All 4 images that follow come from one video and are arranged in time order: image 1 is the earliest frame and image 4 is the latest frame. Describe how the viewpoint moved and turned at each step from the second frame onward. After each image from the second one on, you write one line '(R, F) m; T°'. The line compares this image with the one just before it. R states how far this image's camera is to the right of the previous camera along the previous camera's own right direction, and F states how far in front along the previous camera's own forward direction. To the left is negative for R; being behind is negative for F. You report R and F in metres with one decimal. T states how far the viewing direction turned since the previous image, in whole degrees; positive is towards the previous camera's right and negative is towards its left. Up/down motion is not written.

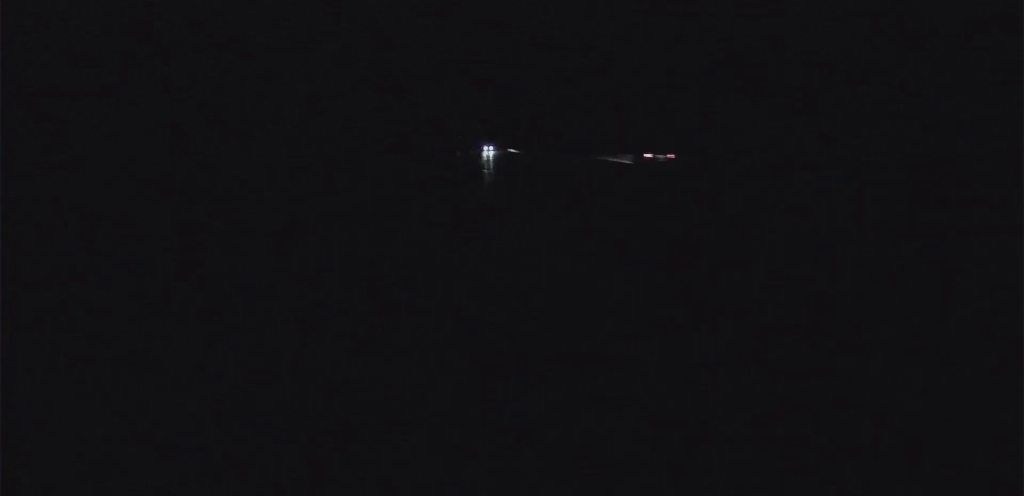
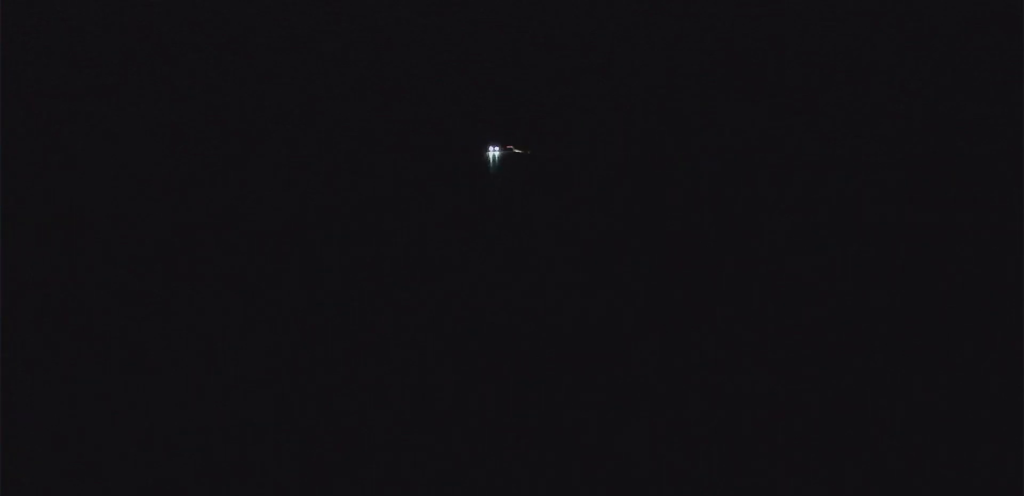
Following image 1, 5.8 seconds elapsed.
(+2.3, +109.8) m; +2°
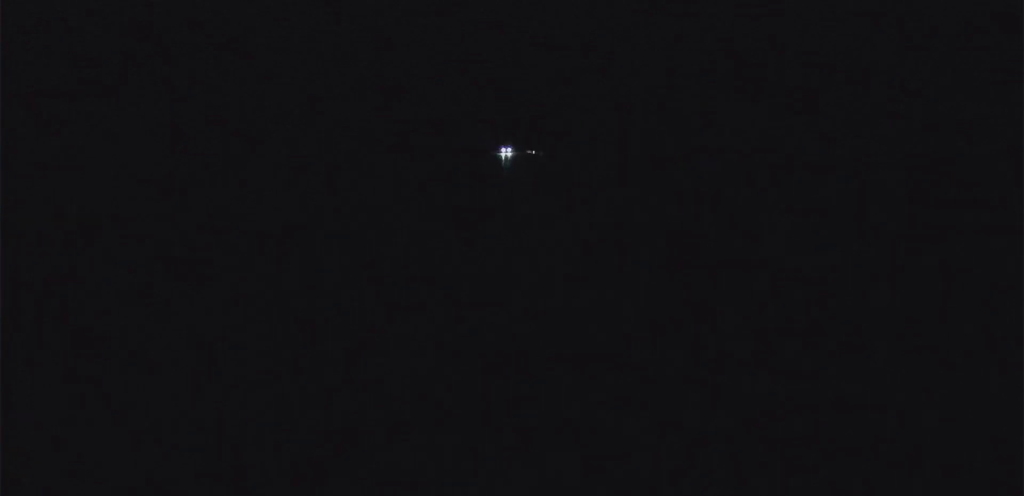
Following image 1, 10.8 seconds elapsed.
(+1.1, +94.4) m; +1°
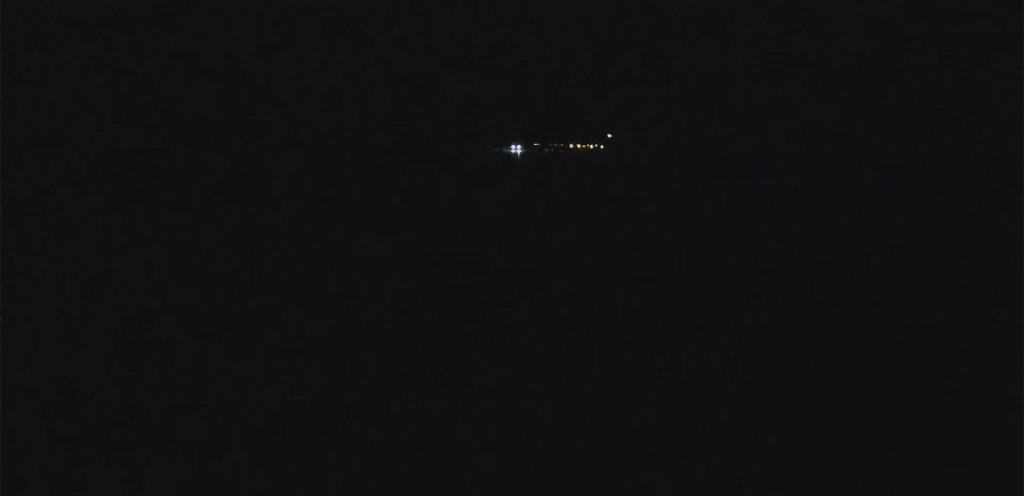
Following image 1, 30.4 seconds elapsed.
(-2.9, +363.4) m; -2°
